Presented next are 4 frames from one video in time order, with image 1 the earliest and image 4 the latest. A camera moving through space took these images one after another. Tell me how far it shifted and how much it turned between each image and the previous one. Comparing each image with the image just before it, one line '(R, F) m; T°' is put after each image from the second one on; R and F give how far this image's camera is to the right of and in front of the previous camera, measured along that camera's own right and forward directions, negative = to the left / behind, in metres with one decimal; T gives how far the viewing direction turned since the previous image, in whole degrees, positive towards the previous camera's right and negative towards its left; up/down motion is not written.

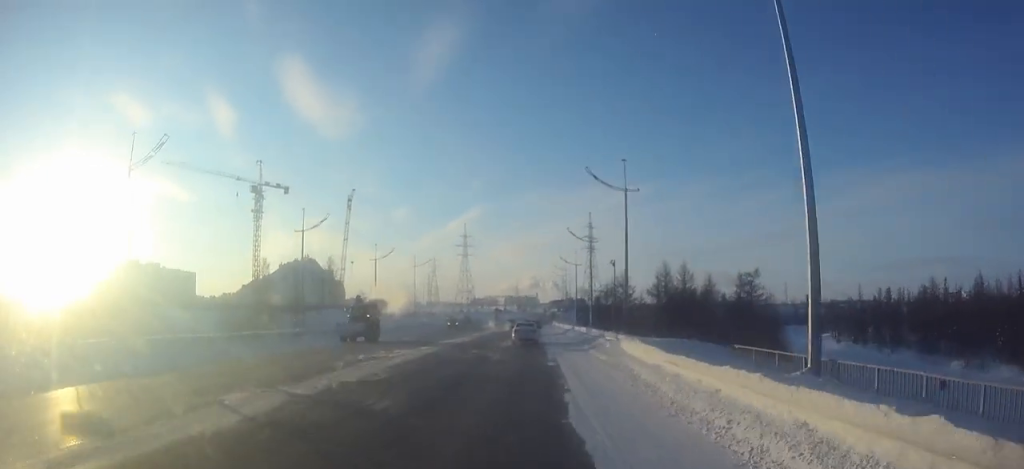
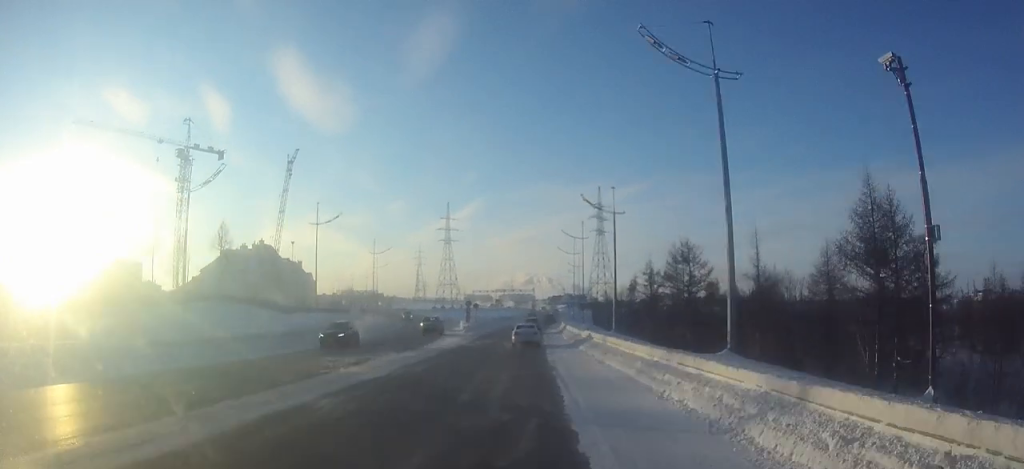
(+0.1, +43.8) m; 0°
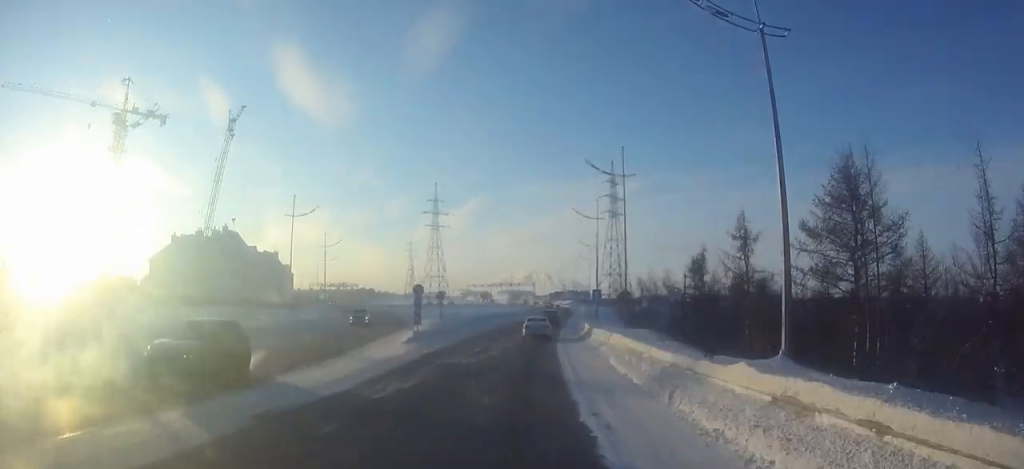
(+0.1, +29.6) m; +1°
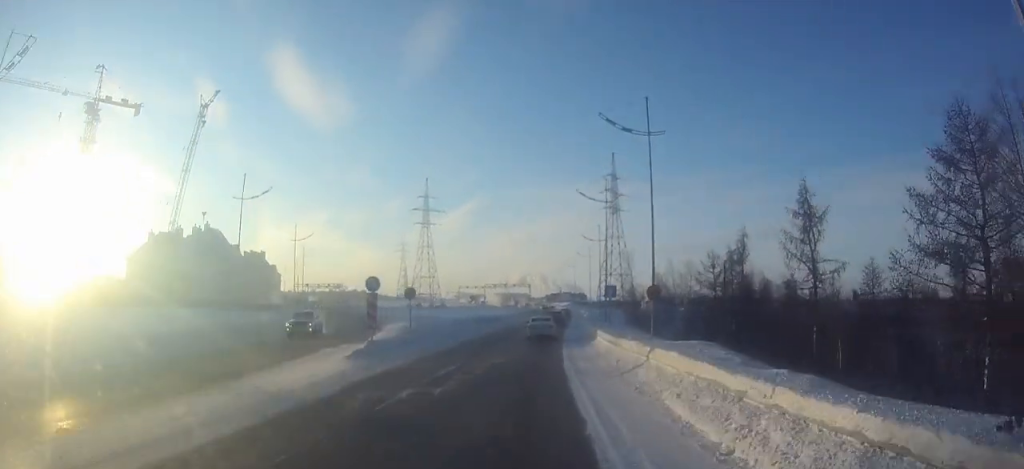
(+0.1, +9.6) m; +1°
